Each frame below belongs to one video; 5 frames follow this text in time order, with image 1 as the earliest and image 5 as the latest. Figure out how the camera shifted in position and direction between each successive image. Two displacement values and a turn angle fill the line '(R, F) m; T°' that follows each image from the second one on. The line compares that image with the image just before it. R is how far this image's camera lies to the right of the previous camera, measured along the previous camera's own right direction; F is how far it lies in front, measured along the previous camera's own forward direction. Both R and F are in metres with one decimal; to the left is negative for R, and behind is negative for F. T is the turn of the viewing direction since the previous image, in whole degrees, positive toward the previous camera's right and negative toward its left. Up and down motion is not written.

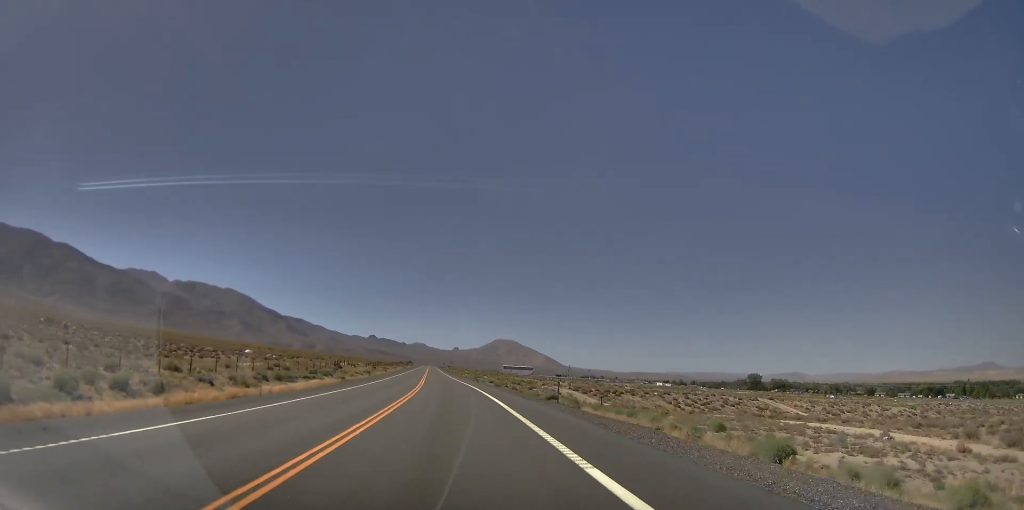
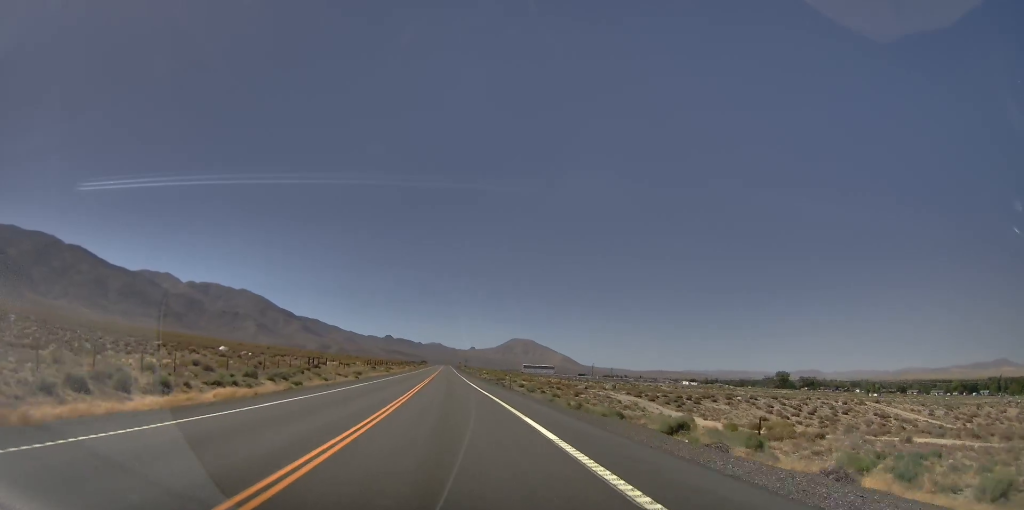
(+0.6, +26.6) m; +2°
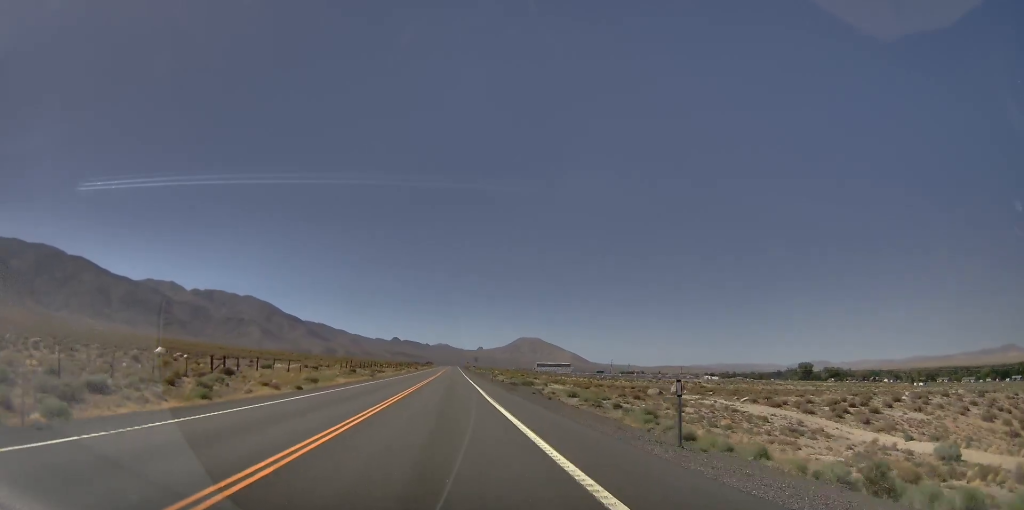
(-0.1, +29.8) m; -1°
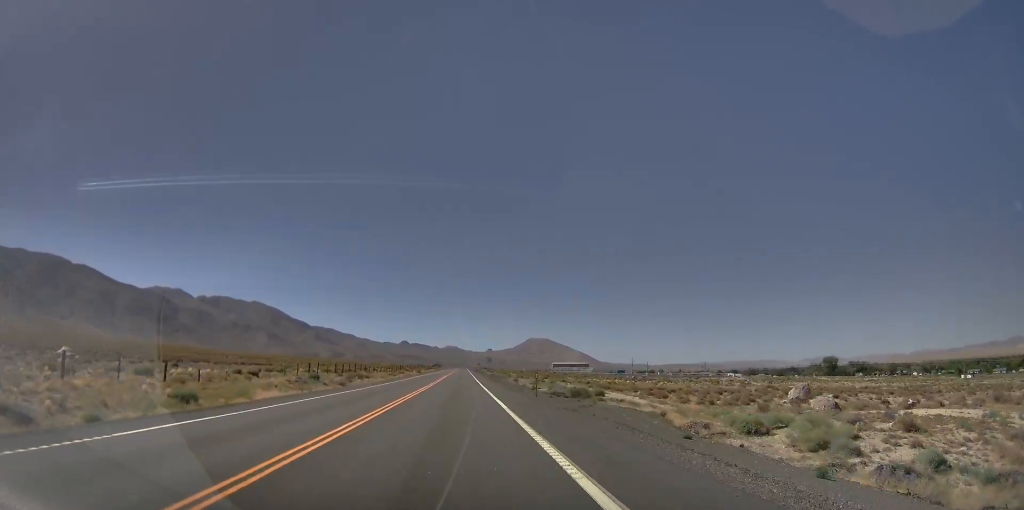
(+0.1, +26.8) m; +1°
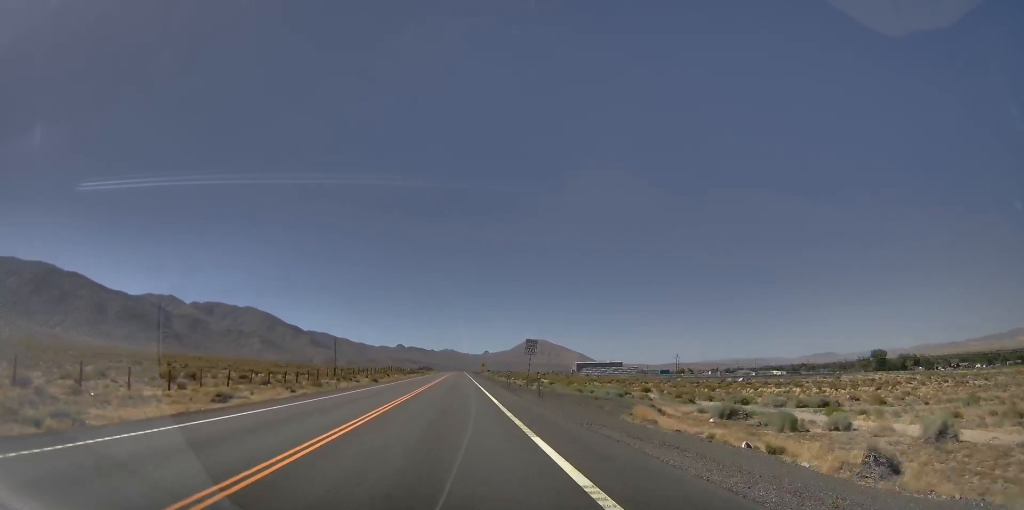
(+0.7, +93.5) m; 0°
